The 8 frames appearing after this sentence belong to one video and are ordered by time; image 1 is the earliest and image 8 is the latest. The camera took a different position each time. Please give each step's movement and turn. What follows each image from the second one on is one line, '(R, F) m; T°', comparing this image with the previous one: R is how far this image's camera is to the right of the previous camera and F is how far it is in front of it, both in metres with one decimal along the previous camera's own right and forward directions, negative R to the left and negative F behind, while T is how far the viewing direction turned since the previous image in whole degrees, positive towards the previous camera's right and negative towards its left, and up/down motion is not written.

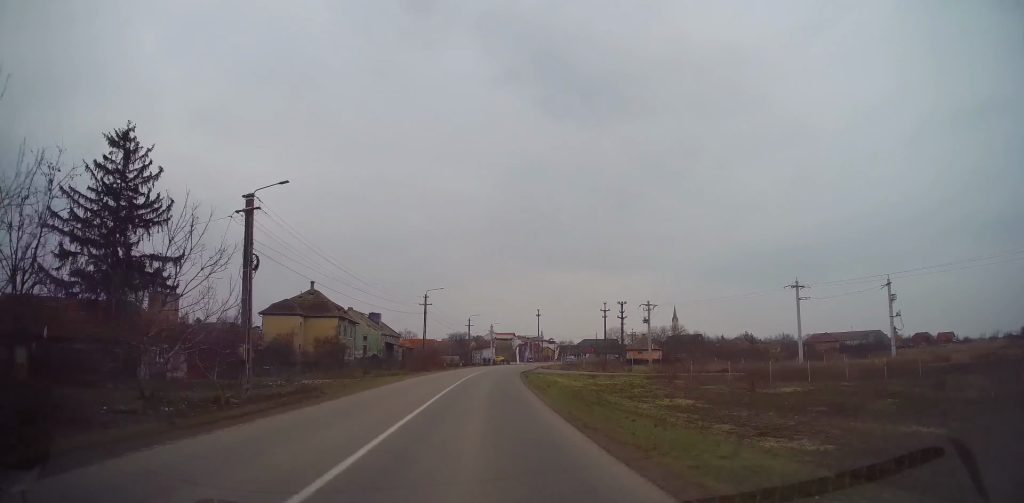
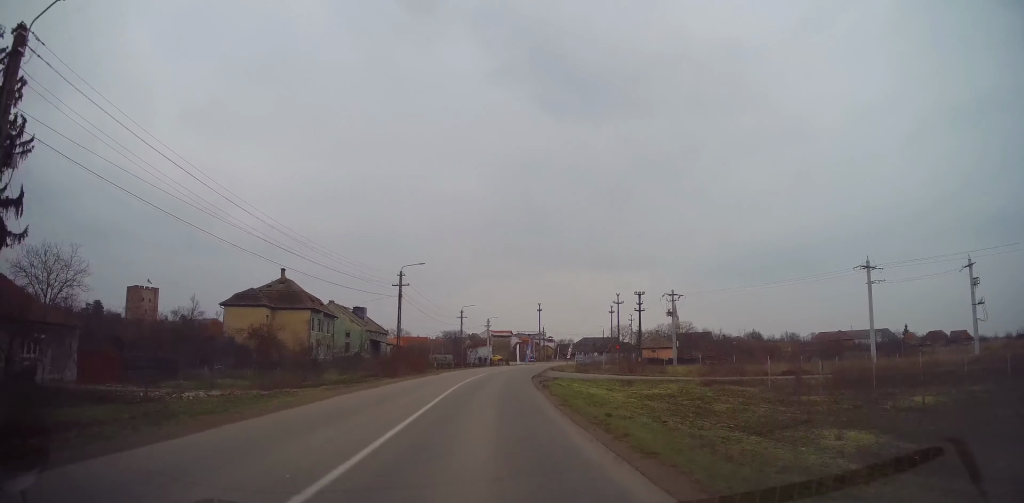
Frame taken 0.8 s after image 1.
(+0.1, +13.6) m; +1°
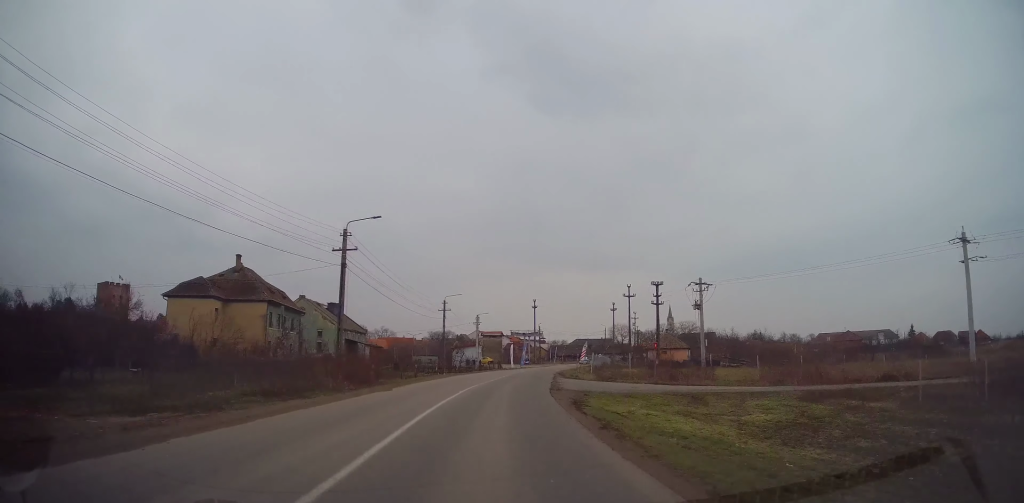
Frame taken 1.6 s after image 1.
(+0.1, +13.7) m; +1°
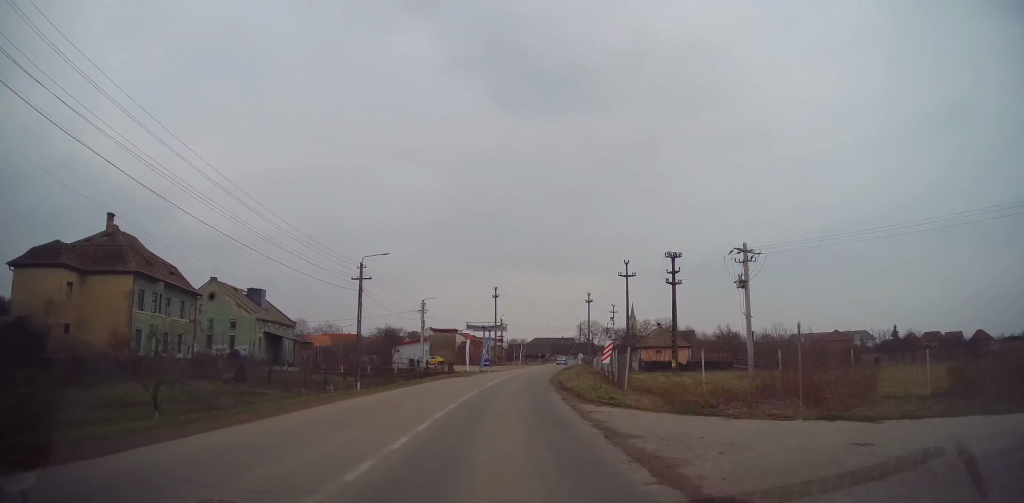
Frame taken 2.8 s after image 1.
(+0.4, +20.7) m; +2°
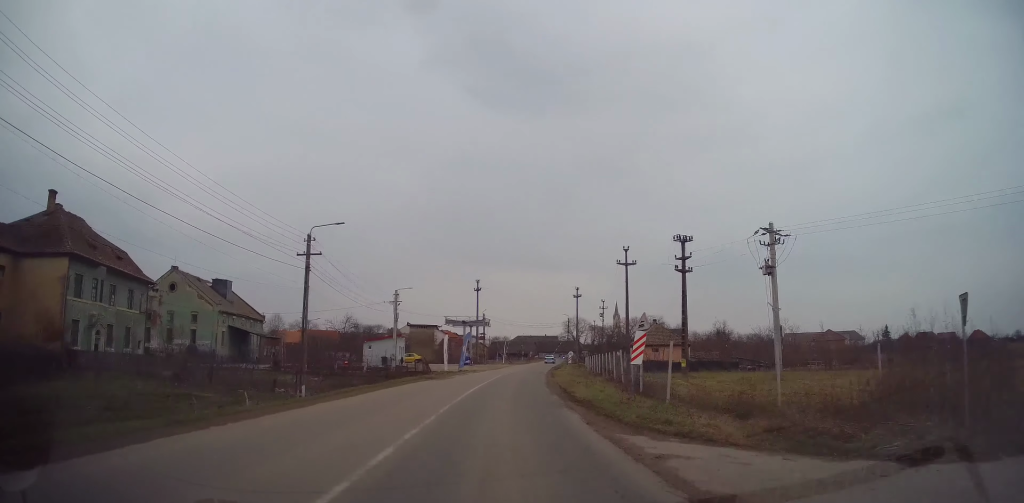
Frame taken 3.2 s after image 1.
(-0.1, +6.7) m; +1°
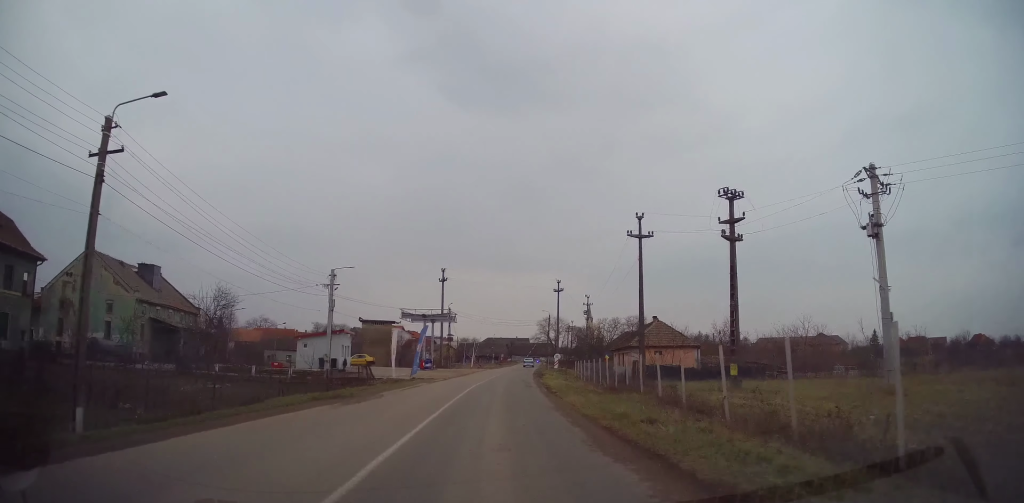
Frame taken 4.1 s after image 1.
(+0.5, +13.9) m; +3°
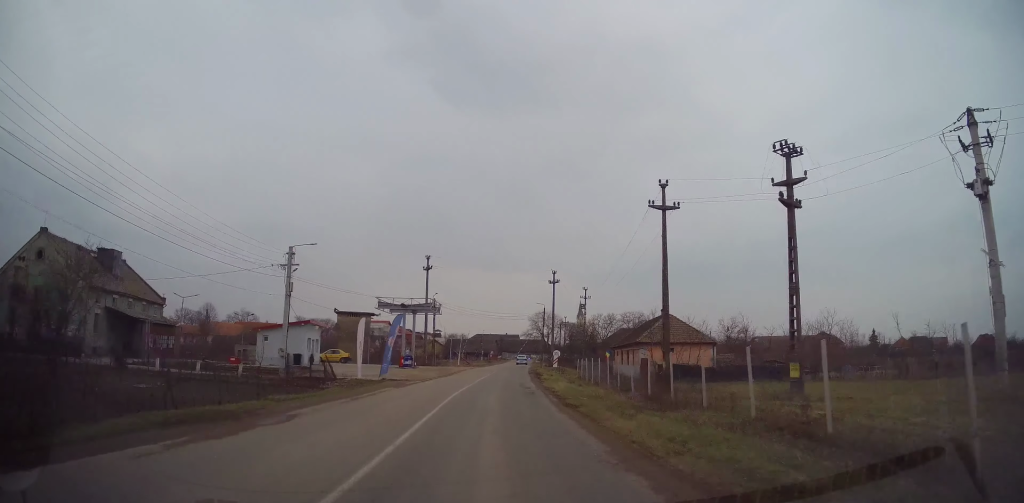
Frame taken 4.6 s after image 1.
(+0.1, +7.5) m; +2°
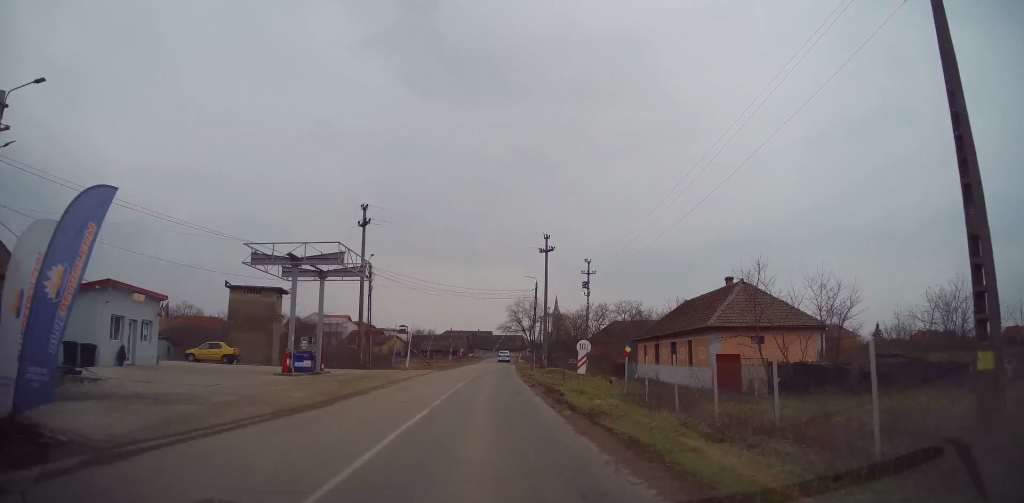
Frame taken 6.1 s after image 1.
(+1.0, +23.0) m; +5°
